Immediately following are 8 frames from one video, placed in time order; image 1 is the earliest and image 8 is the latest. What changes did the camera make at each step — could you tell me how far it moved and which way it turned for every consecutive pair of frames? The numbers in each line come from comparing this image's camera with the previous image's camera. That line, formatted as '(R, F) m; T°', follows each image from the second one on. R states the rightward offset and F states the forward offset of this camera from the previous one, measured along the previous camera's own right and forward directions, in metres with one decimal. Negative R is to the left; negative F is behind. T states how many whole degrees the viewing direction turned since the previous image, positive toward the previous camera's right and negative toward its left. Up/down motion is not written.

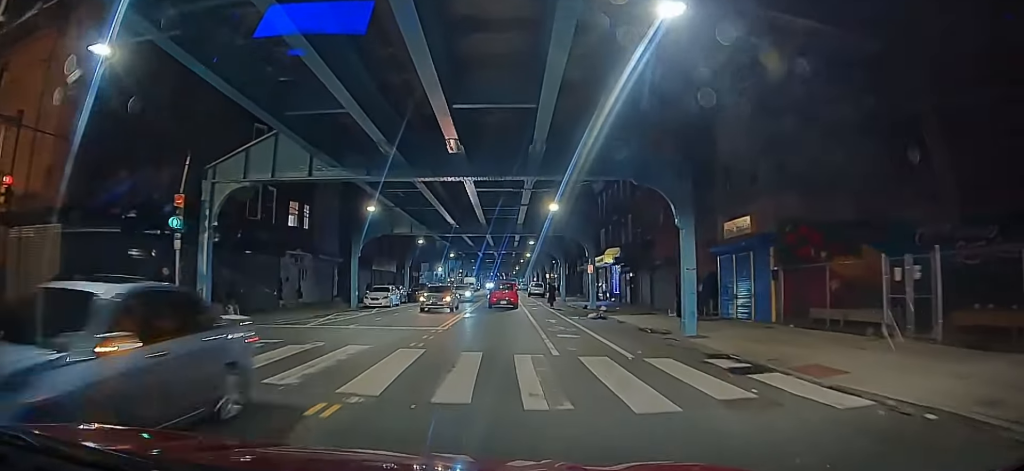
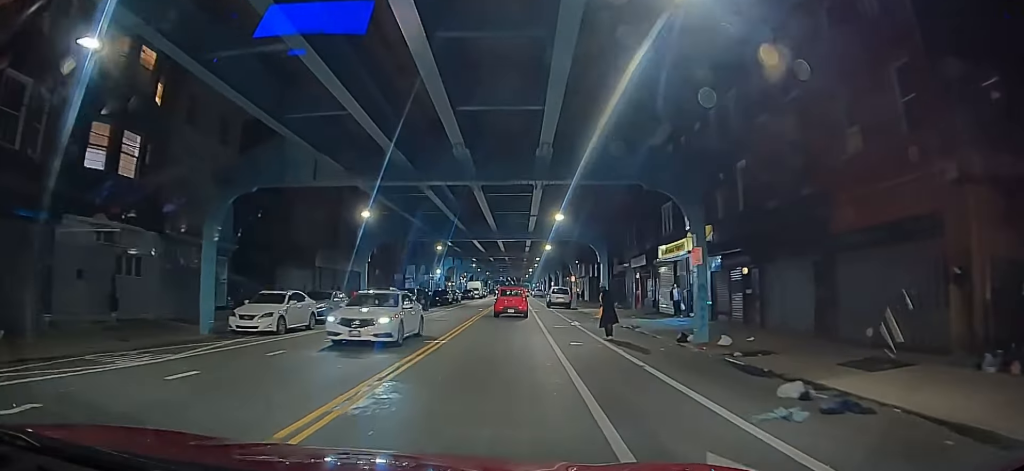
(+1.0, +15.7) m; +5°
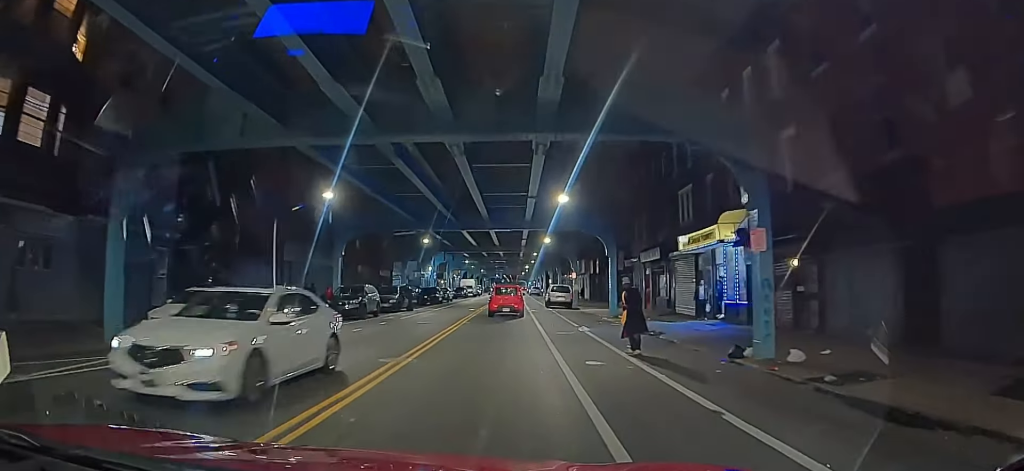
(0.0, +3.9) m; 0°
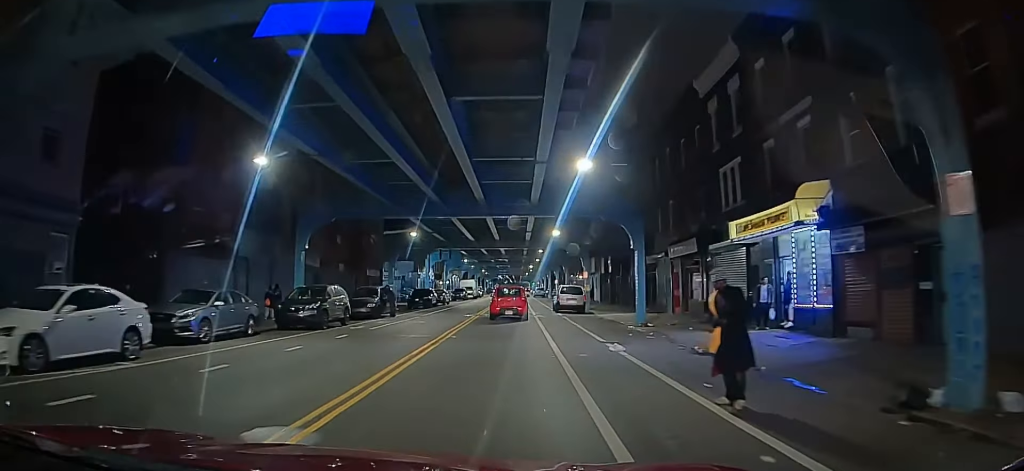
(-0.2, +5.4) m; +1°
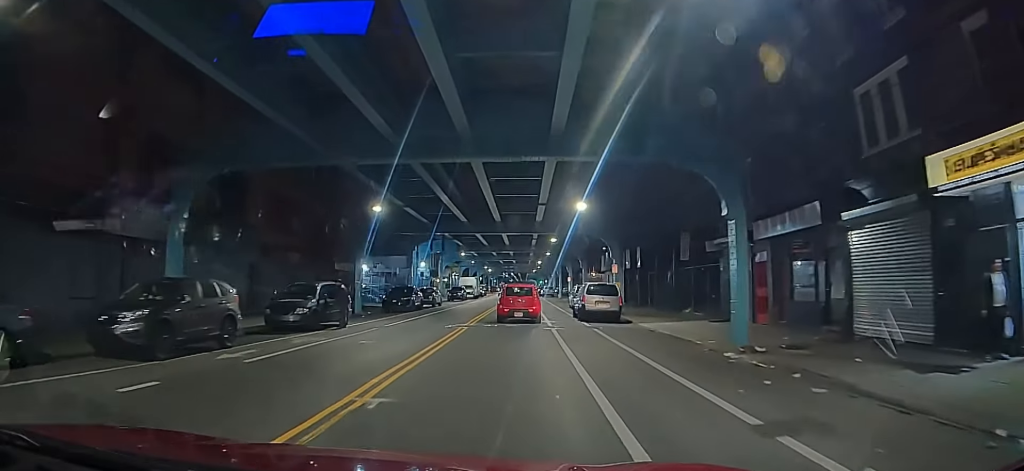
(+0.3, +9.8) m; +3°
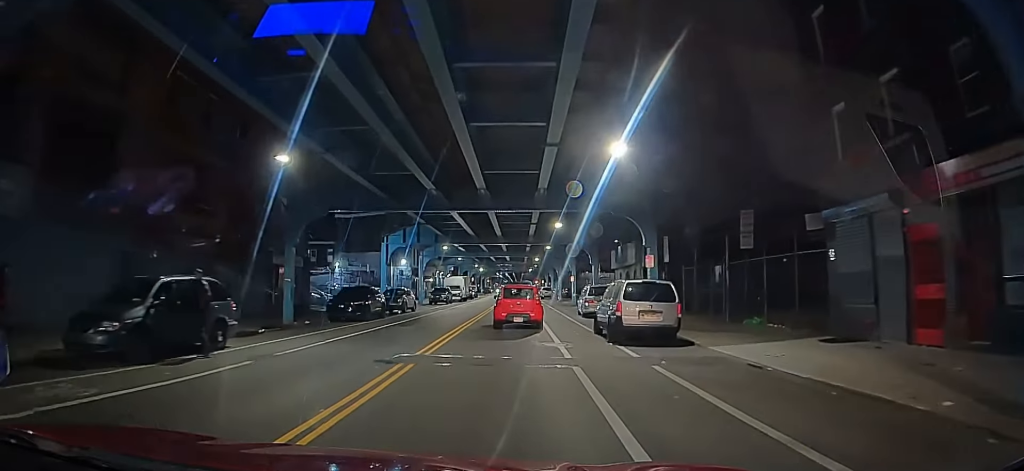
(0.0, +9.8) m; -2°
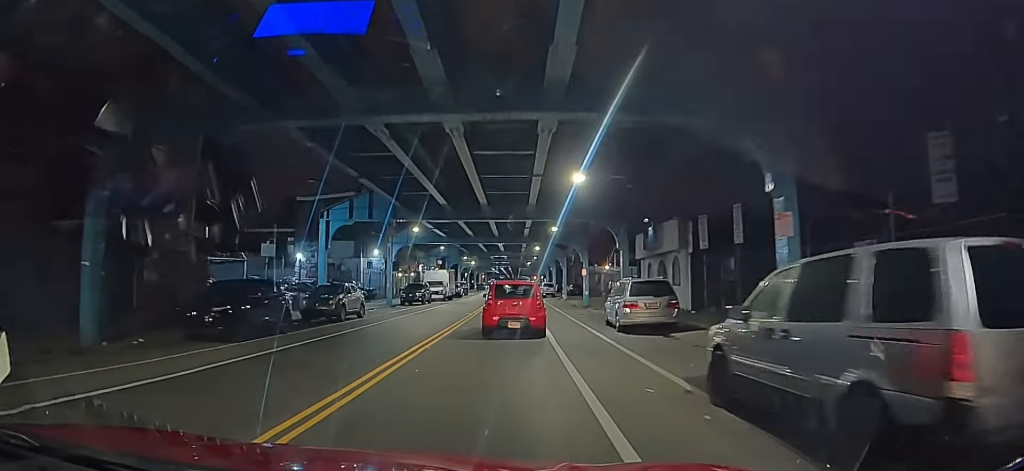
(-0.6, +11.2) m; -4°
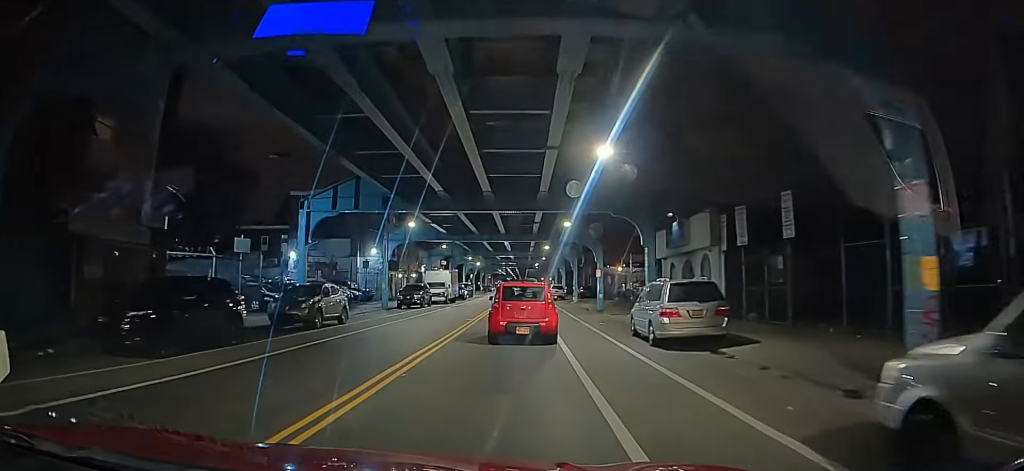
(-0.2, +3.5) m; +1°
